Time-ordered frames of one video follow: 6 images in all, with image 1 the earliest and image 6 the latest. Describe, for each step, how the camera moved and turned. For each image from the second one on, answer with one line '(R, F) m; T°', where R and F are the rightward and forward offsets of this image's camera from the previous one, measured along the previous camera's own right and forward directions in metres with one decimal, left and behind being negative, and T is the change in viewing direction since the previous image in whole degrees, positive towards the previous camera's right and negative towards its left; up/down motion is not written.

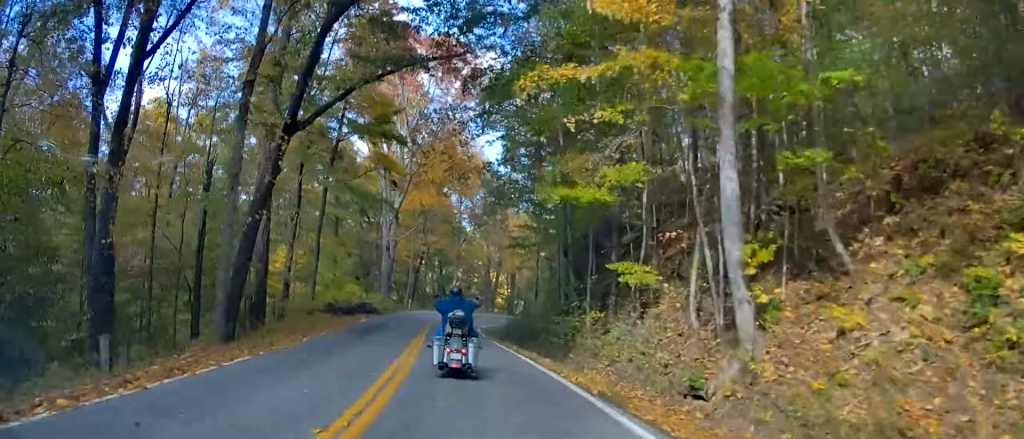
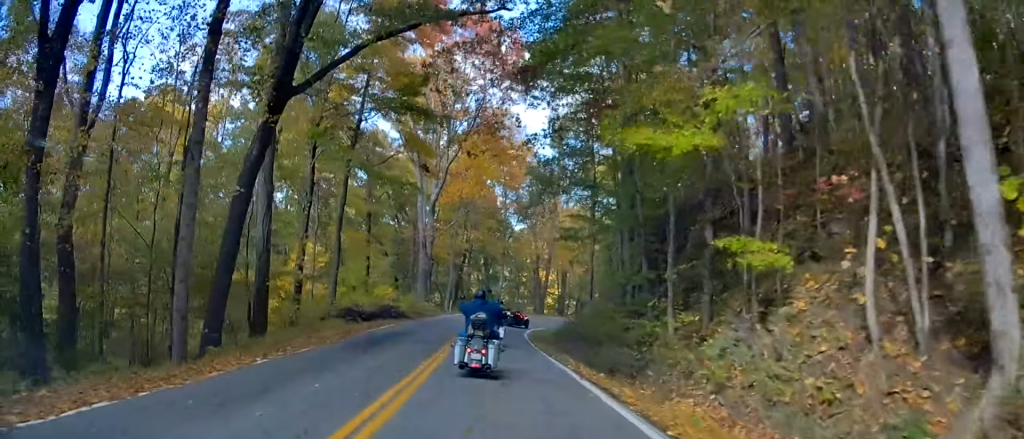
(-0.1, +6.1) m; -1°
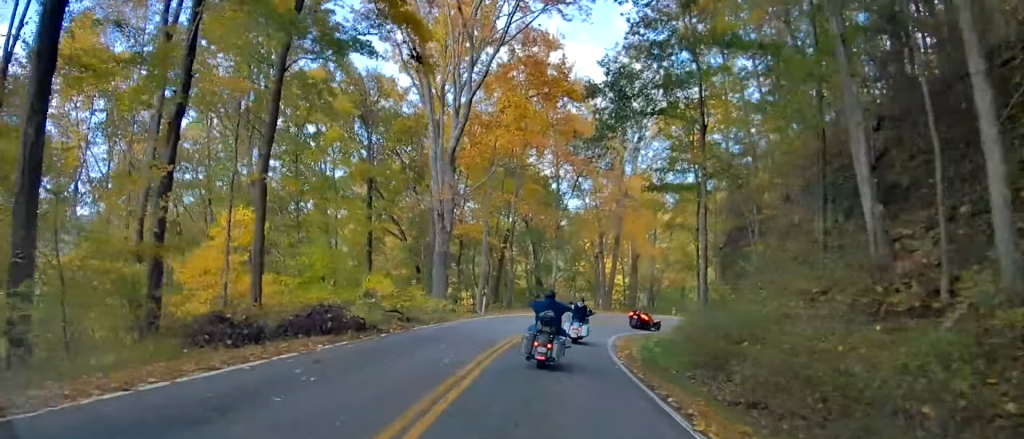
(-0.6, +17.2) m; -5°
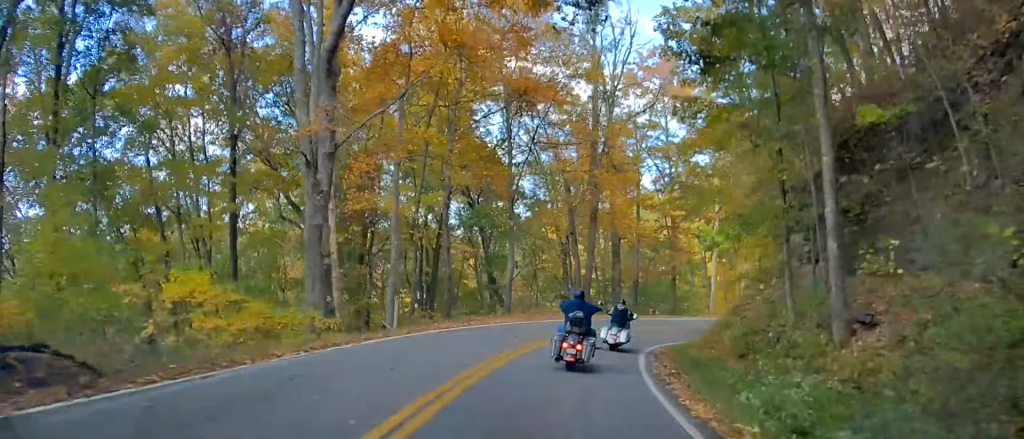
(0.0, +14.7) m; +1°
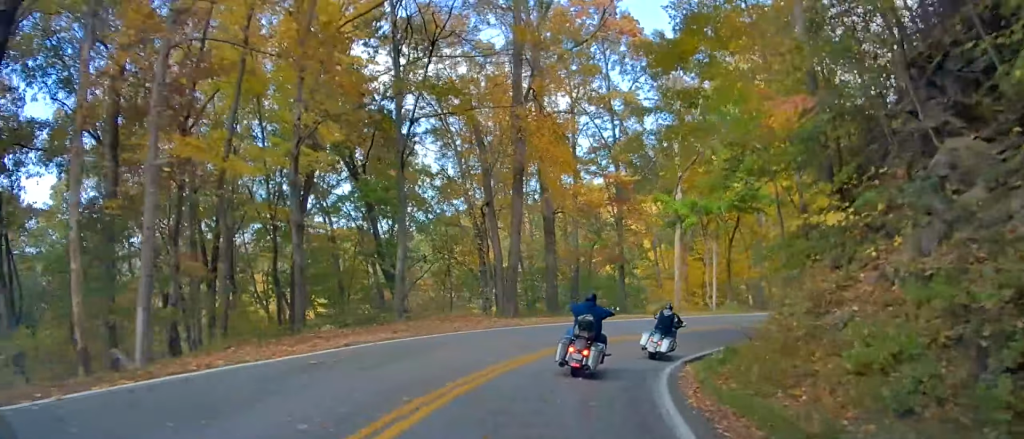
(-0.3, +12.5) m; 0°
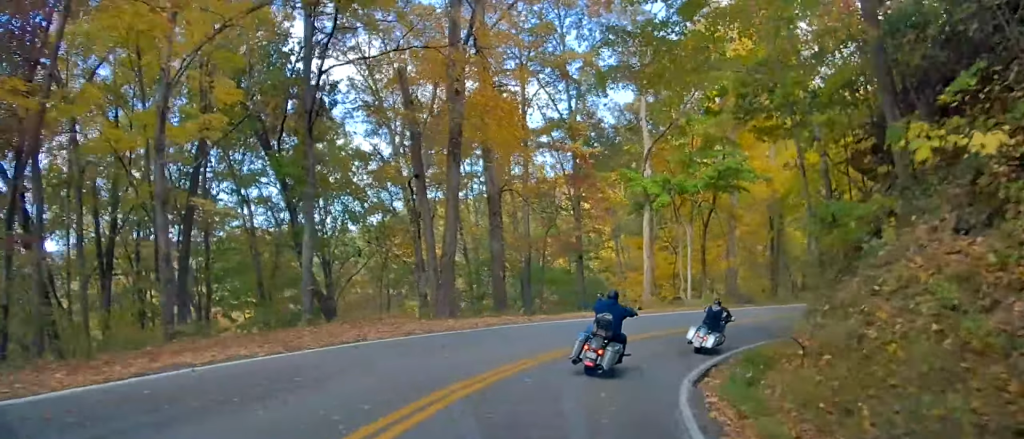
(+0.3, +6.4) m; +5°
